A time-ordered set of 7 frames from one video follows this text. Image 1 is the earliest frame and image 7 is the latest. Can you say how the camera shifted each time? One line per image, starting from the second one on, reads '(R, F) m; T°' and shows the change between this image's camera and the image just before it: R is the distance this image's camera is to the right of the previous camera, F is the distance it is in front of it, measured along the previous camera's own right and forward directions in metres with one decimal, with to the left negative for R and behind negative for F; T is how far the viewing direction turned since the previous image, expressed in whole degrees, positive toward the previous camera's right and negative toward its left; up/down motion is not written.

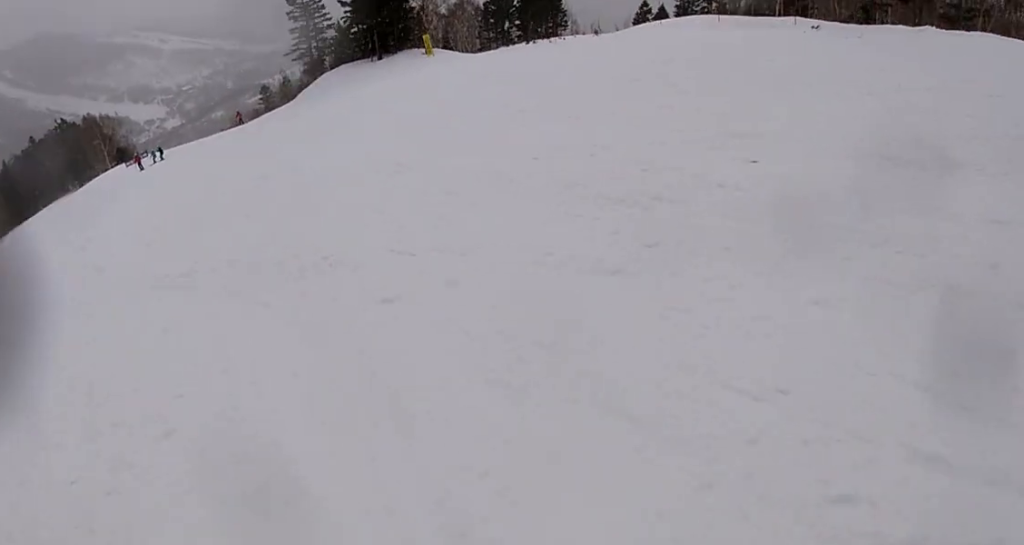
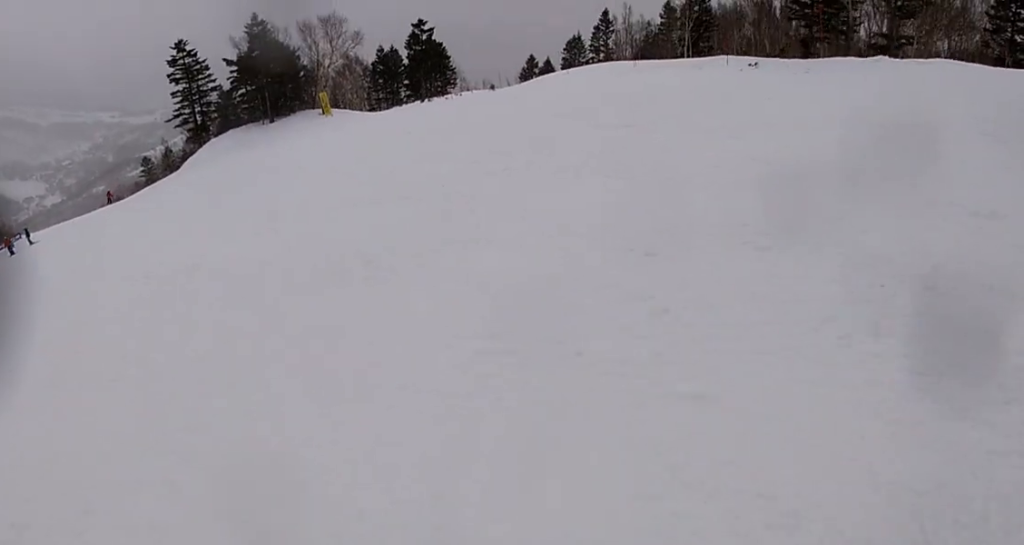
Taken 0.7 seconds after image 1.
(+1.2, +3.9) m; +8°
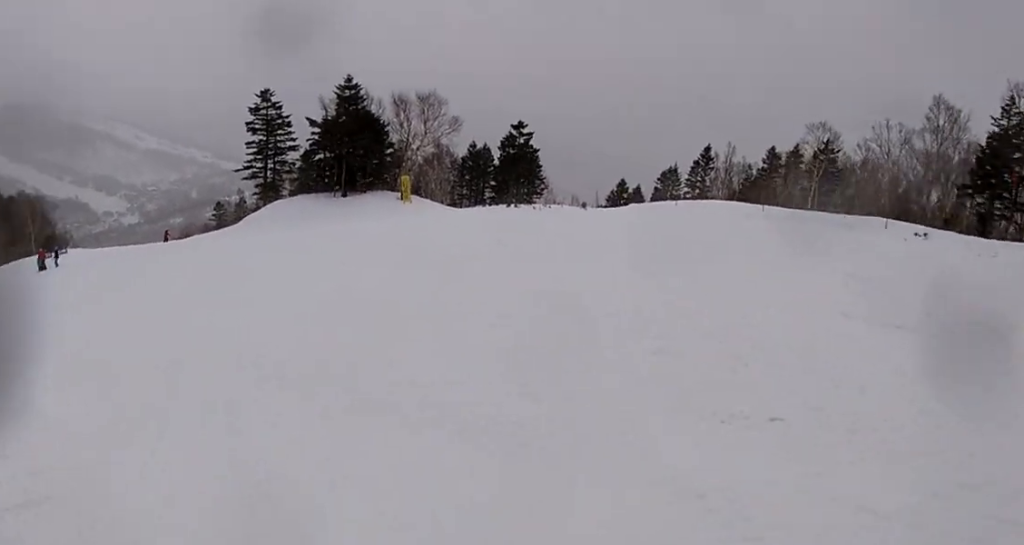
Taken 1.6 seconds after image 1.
(-0.9, +4.9) m; -14°
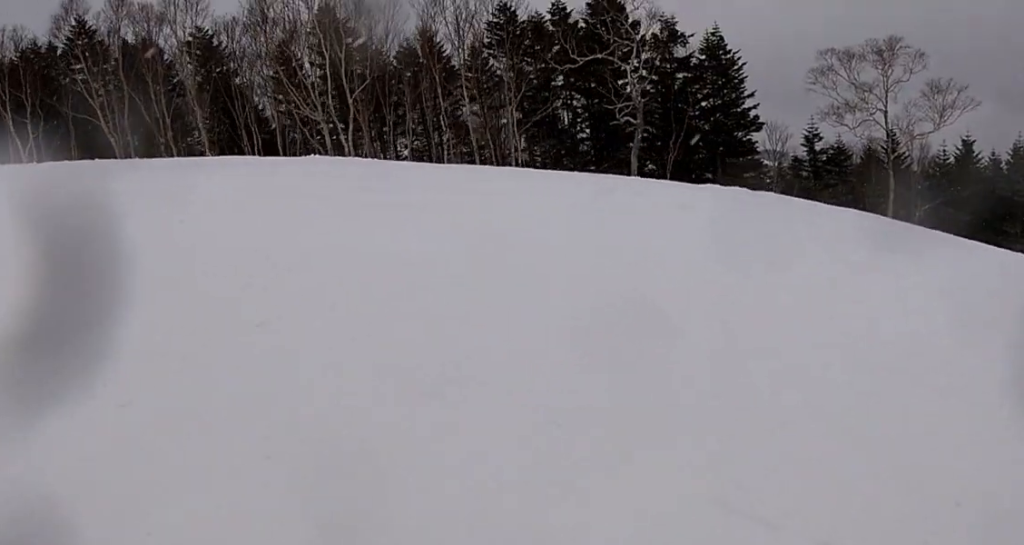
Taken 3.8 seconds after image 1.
(-5.7, +8.6) m; -54°
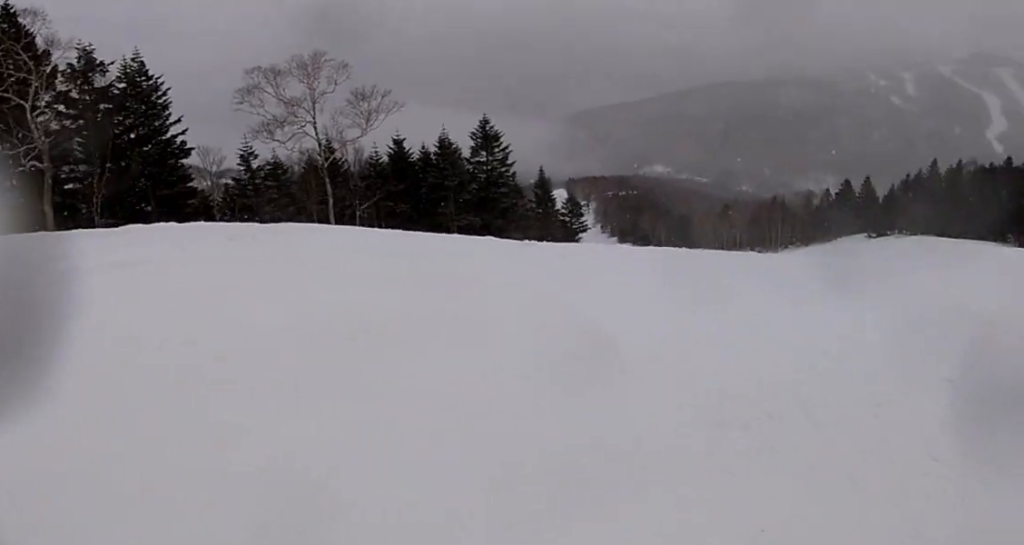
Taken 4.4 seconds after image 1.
(-0.1, +2.6) m; +4°
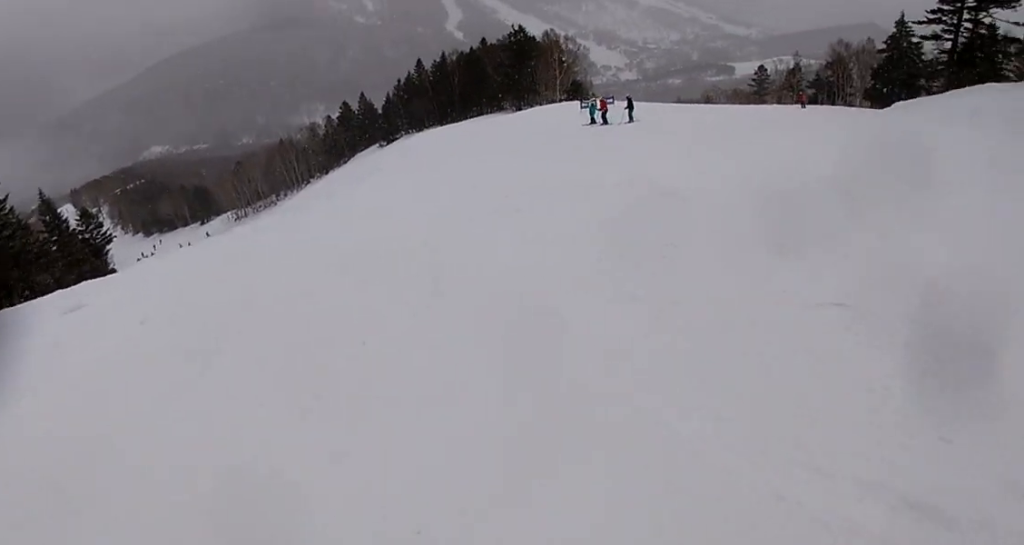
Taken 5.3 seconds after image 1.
(+0.4, +4.2) m; +21°
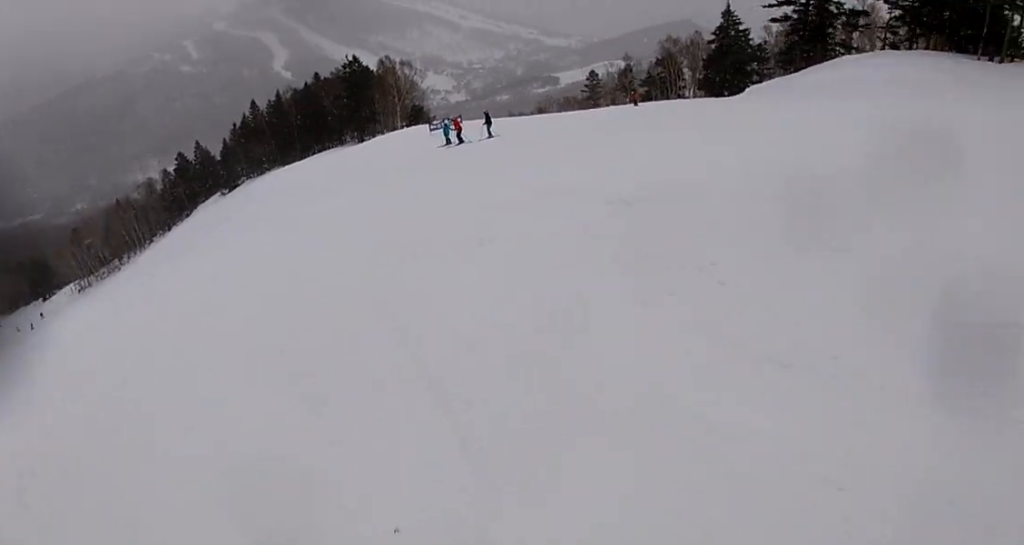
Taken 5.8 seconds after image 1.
(+0.1, +2.1) m; +13°
